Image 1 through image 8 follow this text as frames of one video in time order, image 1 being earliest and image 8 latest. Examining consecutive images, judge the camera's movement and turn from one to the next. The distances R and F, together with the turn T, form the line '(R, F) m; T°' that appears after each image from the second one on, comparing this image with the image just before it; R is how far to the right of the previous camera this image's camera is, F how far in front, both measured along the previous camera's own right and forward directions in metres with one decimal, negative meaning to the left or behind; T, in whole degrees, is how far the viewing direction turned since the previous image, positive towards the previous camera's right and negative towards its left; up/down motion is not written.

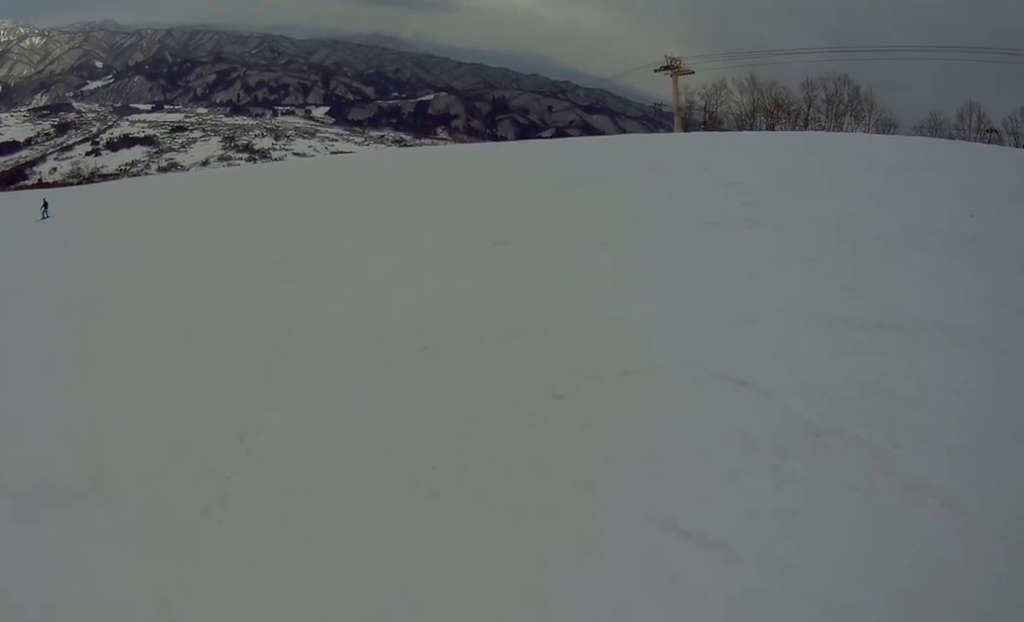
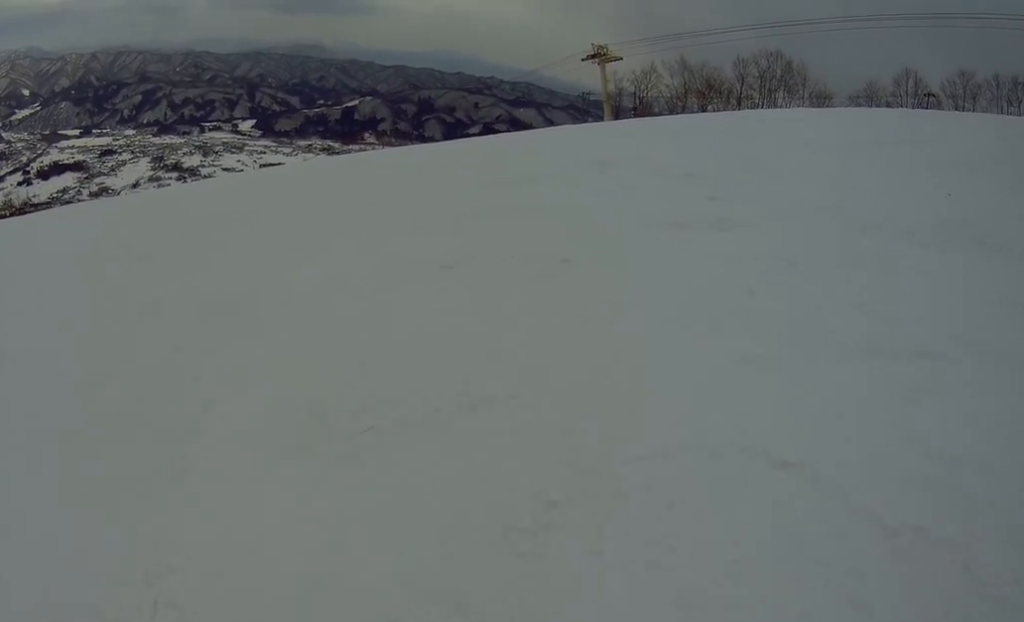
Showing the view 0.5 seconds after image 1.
(+0.2, +1.6) m; 0°
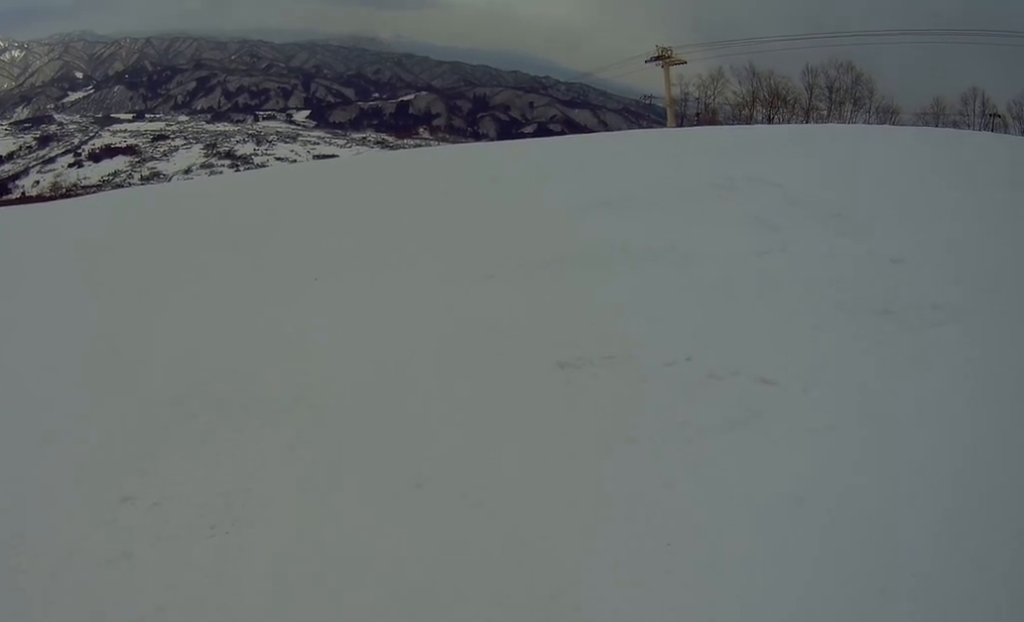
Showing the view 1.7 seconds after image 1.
(-0.3, +4.5) m; -17°
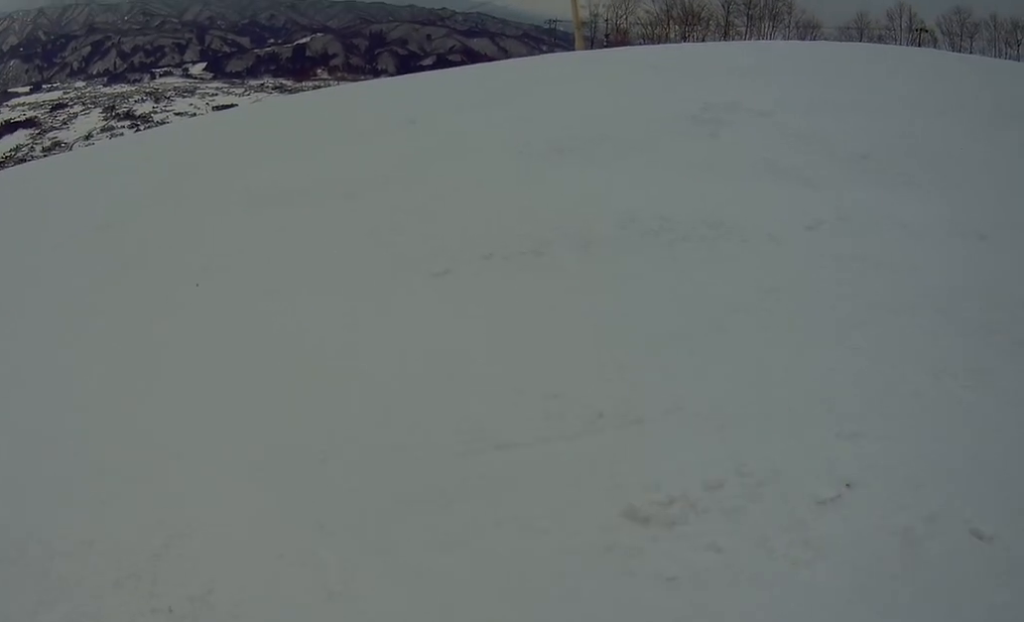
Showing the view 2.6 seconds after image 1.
(-0.6, +3.9) m; -2°
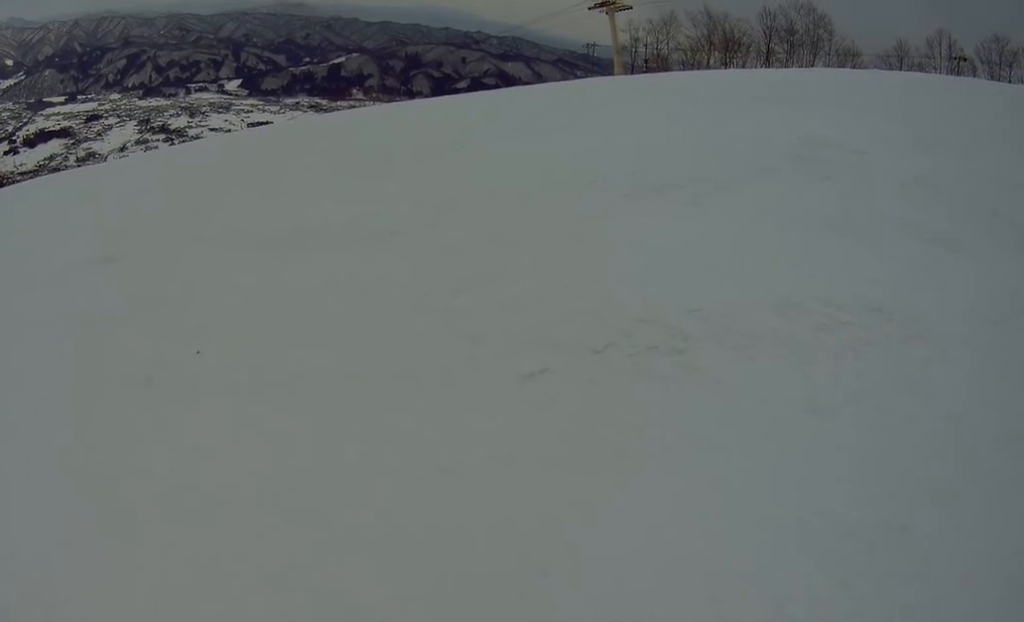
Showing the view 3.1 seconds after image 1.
(-0.3, +2.5) m; +9°
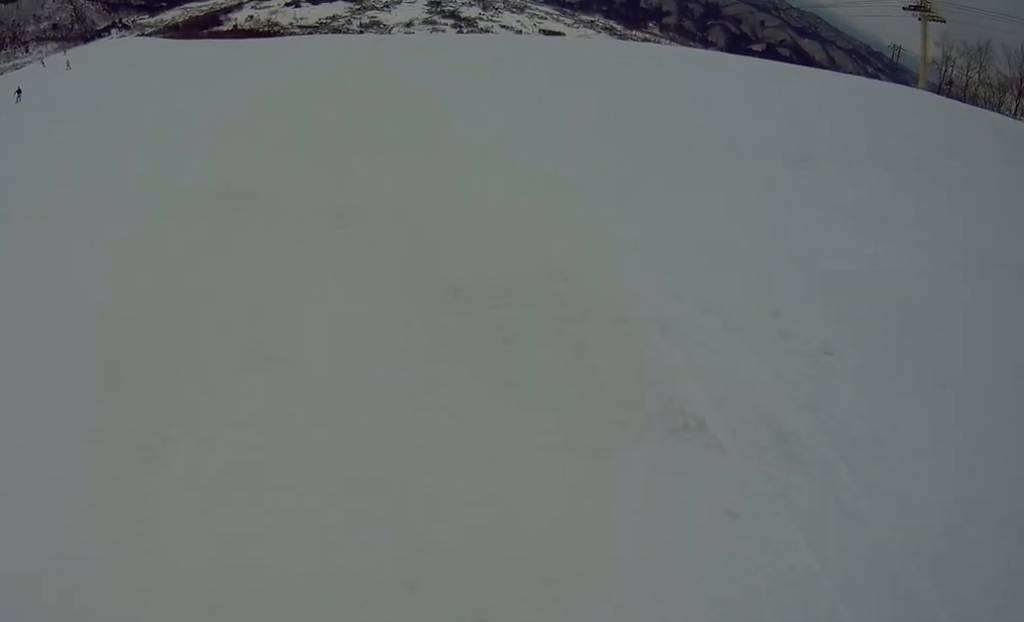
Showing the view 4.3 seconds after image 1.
(+1.0, +5.8) m; -15°
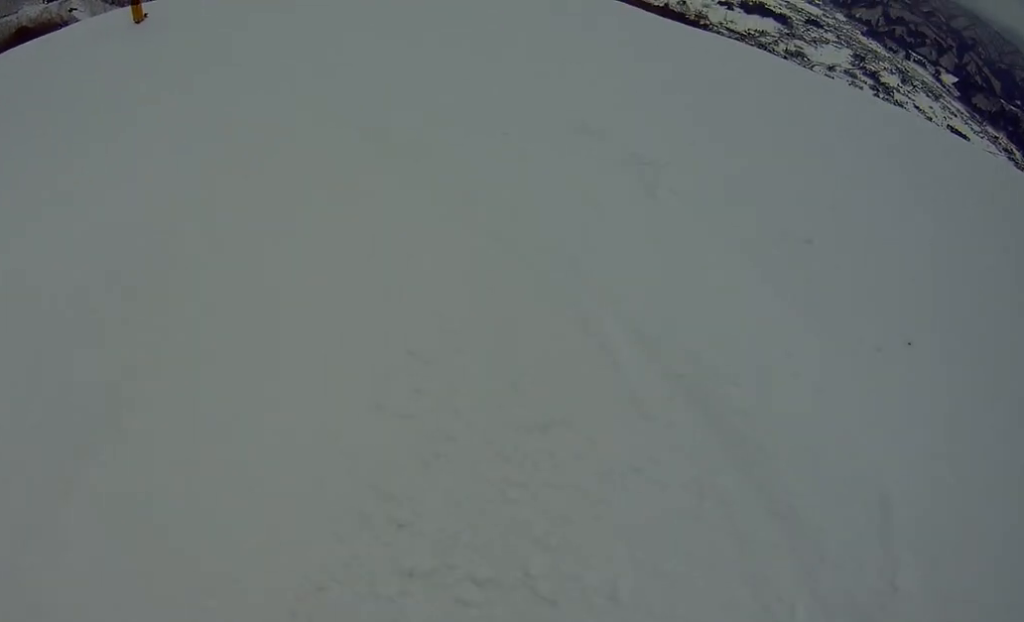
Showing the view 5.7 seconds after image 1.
(-2.4, +6.8) m; -18°
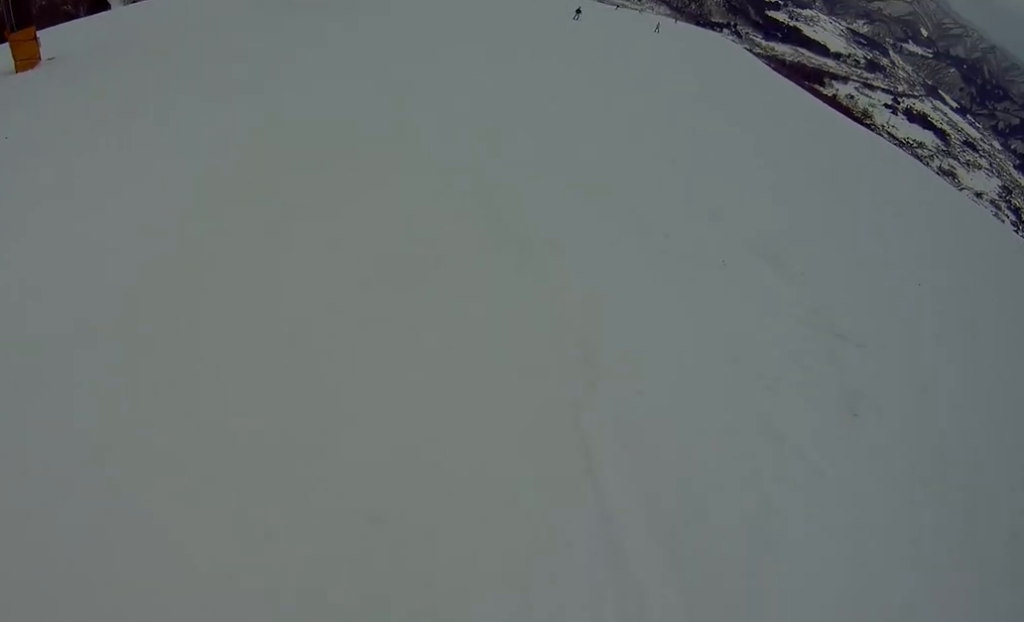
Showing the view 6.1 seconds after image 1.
(+0.5, +2.4) m; -1°
